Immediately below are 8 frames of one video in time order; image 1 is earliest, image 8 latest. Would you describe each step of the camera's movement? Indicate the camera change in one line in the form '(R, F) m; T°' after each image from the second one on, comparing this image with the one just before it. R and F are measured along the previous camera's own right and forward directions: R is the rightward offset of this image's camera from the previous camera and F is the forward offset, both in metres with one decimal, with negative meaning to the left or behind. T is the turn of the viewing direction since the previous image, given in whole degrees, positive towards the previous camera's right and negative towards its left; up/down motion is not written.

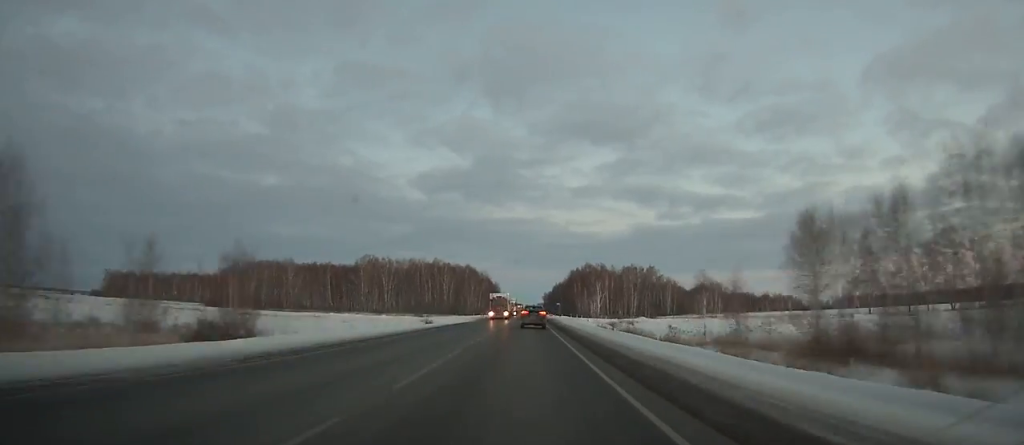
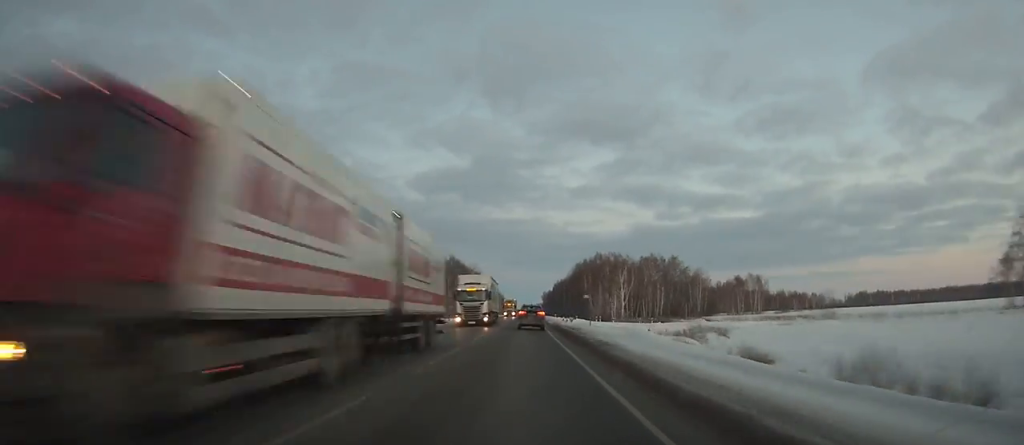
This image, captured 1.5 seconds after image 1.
(+0.1, +45.2) m; 0°
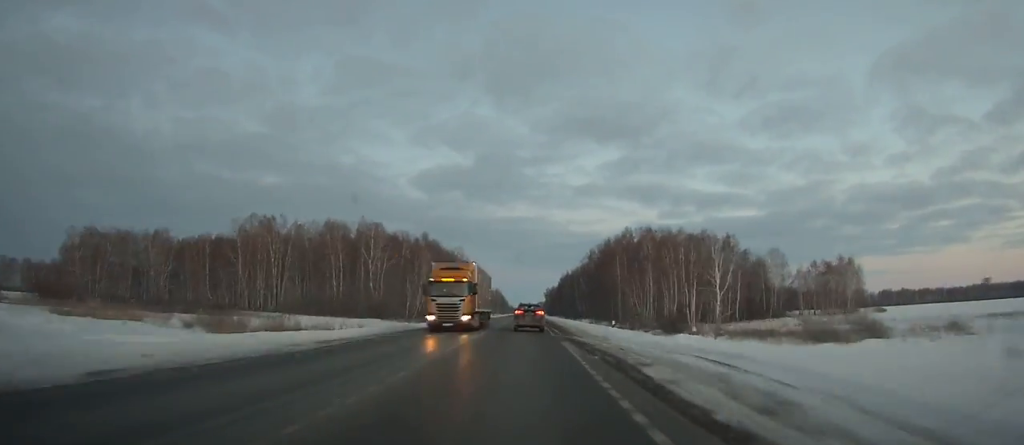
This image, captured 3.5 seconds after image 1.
(-0.1, +59.1) m; 0°
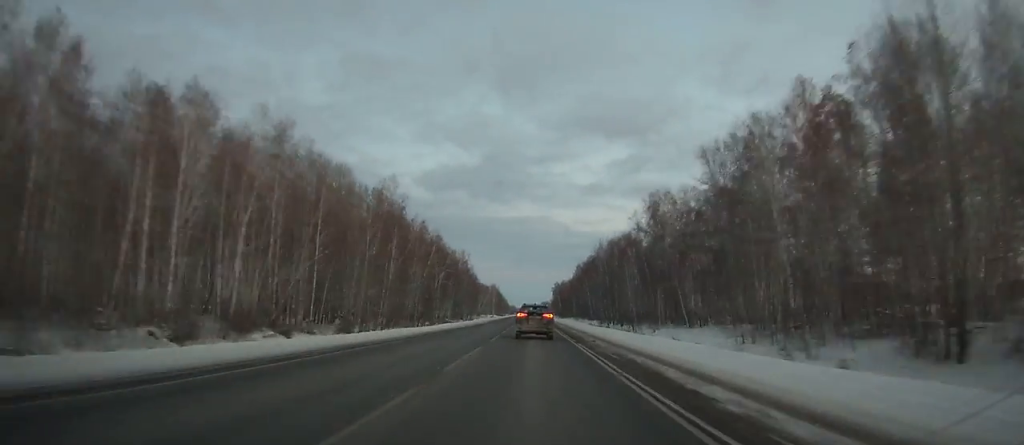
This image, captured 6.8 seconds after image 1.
(-0.2, +95.9) m; 0°
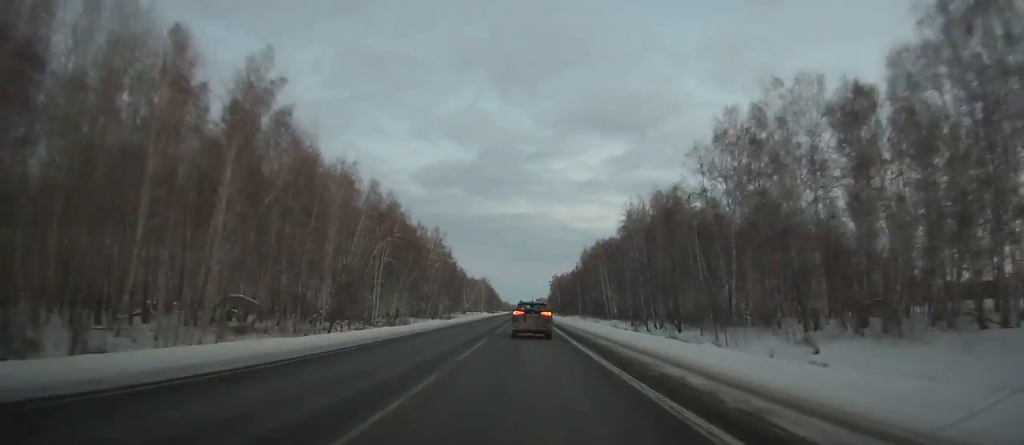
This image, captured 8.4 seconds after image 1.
(+0.1, +45.5) m; 0°
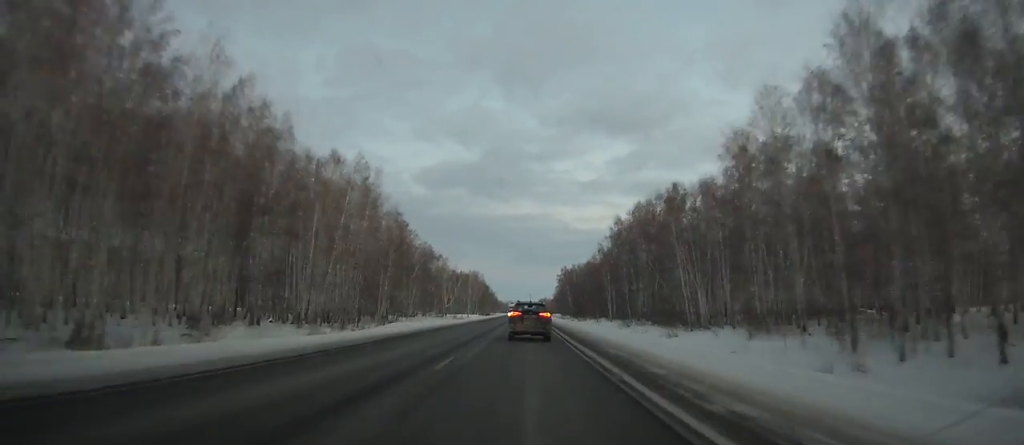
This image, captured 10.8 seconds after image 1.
(+0.2, +67.3) m; 0°
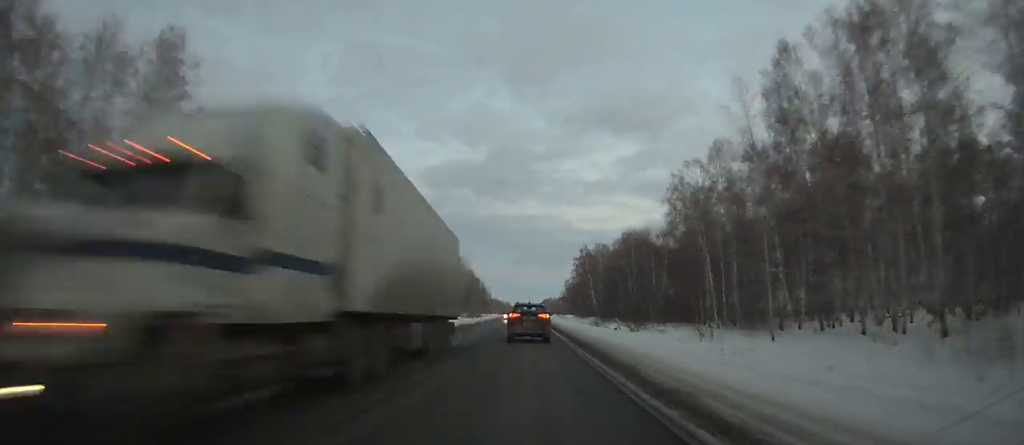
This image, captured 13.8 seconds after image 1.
(-0.2, +82.5) m; 0°
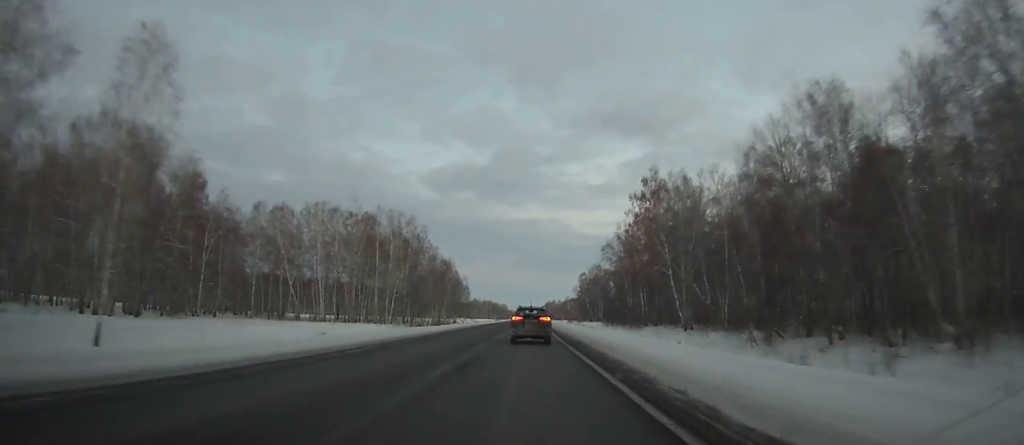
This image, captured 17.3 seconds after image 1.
(-0.3, +95.3) m; 0°
